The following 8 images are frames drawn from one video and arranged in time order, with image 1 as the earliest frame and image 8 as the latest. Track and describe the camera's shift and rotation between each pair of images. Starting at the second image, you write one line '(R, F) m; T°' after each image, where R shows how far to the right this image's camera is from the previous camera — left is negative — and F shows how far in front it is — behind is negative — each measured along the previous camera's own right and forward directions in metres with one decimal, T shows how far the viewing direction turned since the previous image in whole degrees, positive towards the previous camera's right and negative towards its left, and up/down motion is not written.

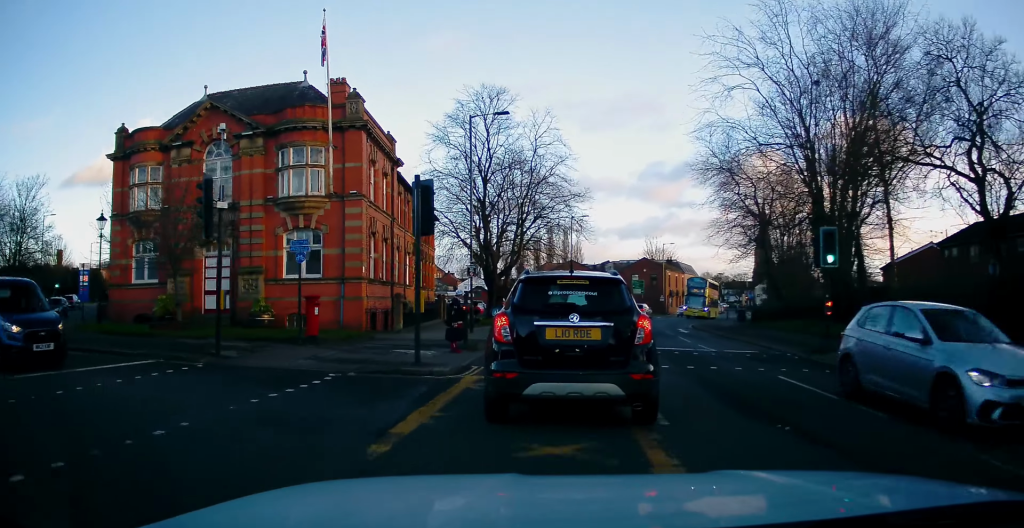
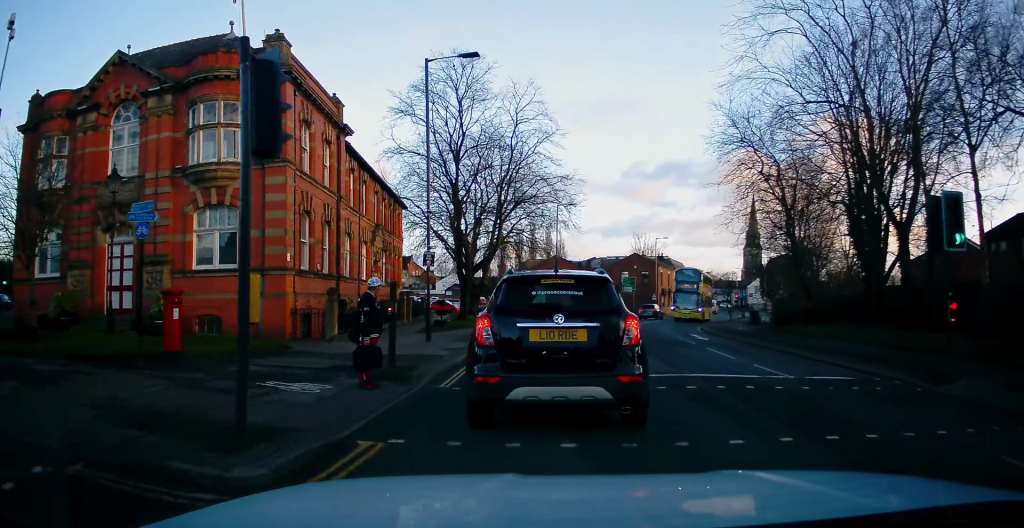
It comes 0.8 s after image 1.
(-0.1, +6.6) m; +2°
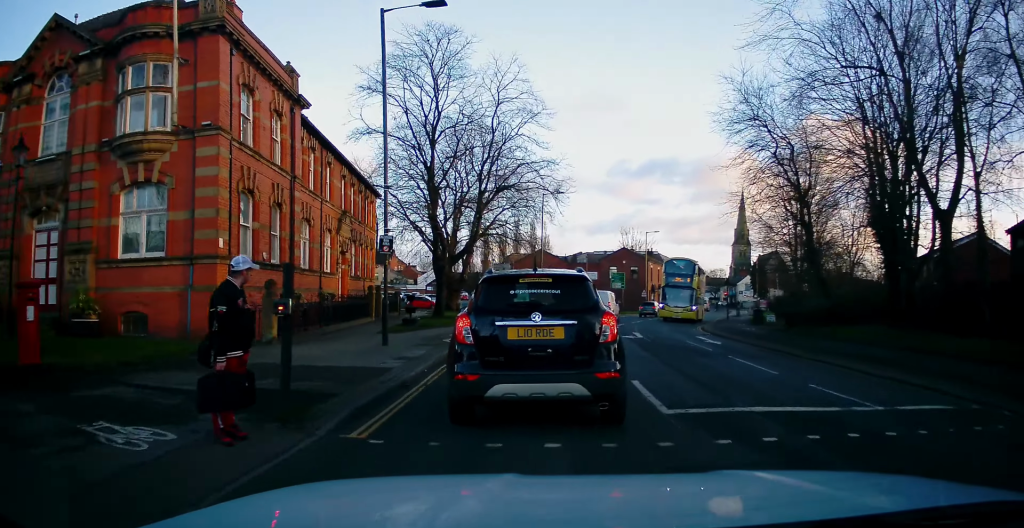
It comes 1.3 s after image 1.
(+0.3, +3.9) m; +1°
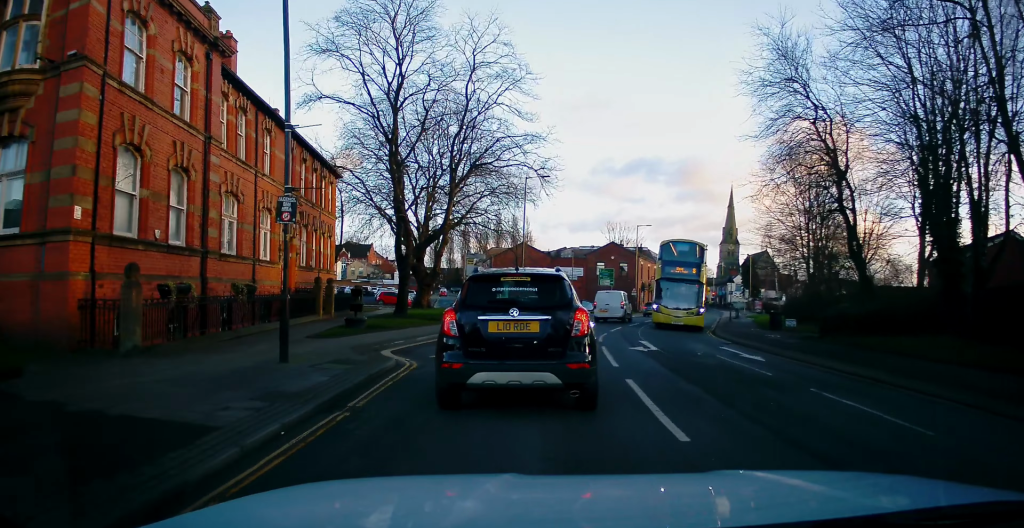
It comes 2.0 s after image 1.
(+0.1, +5.7) m; +1°
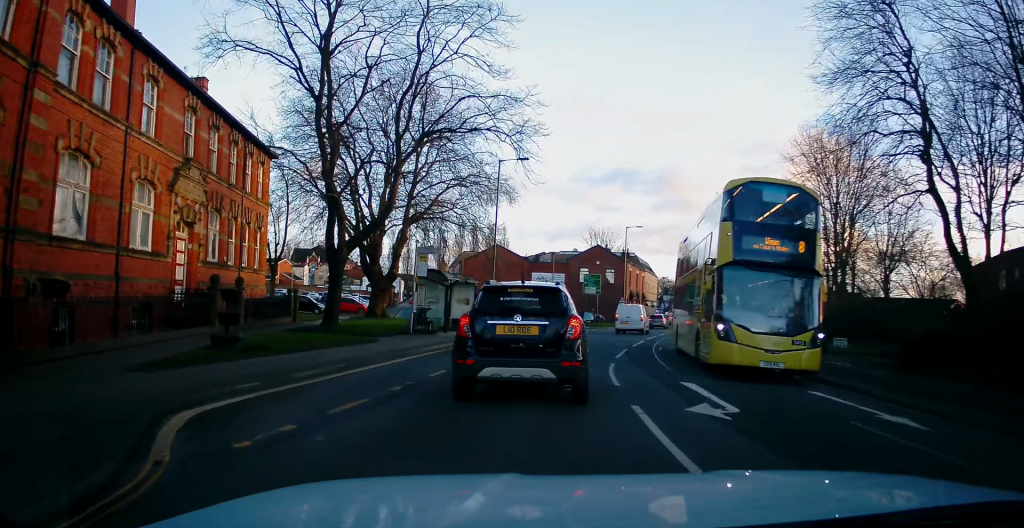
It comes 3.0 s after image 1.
(0.0, +8.0) m; +3°
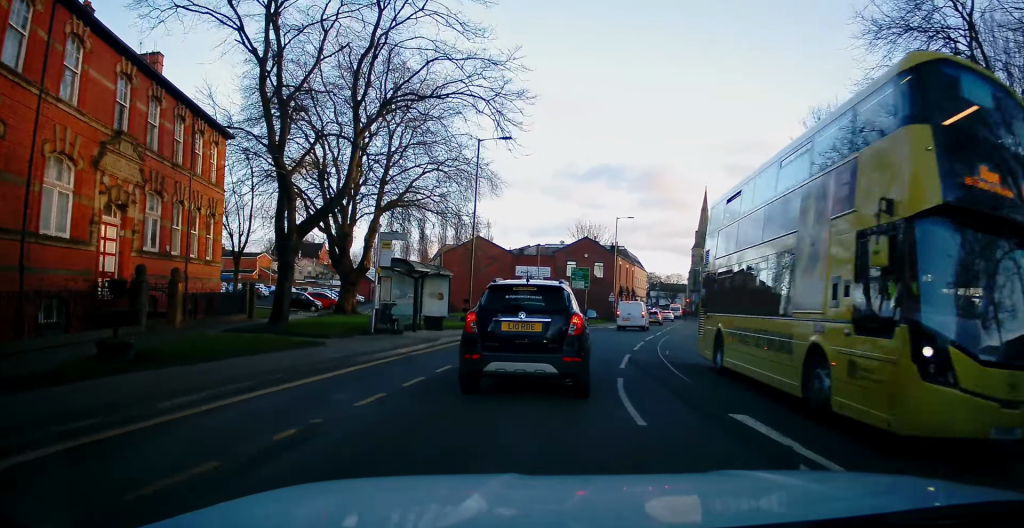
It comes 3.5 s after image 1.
(0.0, +3.6) m; +3°
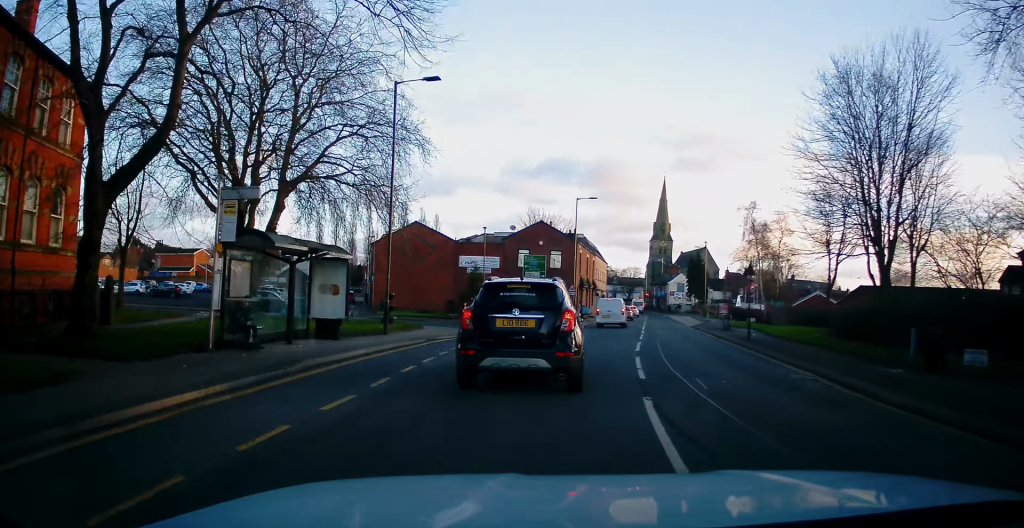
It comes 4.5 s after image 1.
(+0.5, +8.0) m; +4°
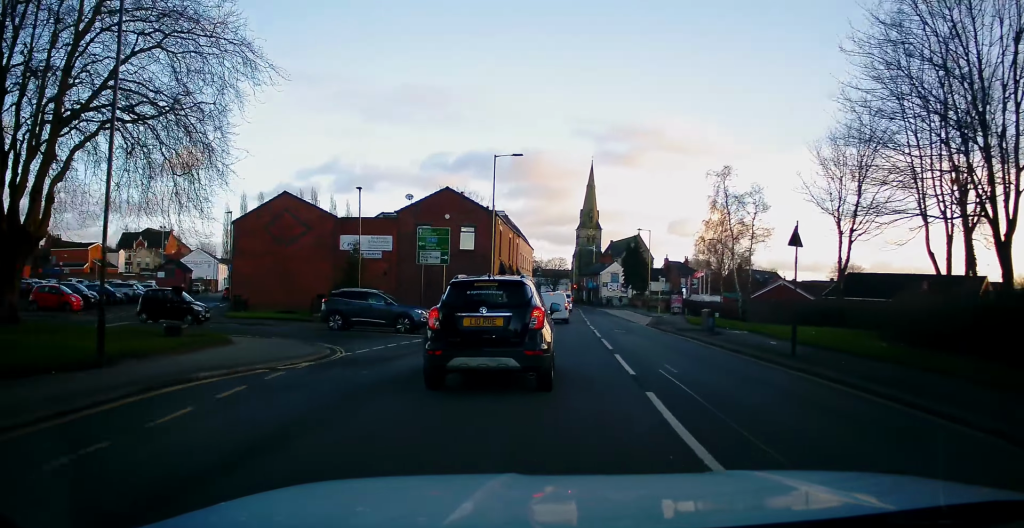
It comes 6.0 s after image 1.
(+0.3, +12.3) m; +4°
